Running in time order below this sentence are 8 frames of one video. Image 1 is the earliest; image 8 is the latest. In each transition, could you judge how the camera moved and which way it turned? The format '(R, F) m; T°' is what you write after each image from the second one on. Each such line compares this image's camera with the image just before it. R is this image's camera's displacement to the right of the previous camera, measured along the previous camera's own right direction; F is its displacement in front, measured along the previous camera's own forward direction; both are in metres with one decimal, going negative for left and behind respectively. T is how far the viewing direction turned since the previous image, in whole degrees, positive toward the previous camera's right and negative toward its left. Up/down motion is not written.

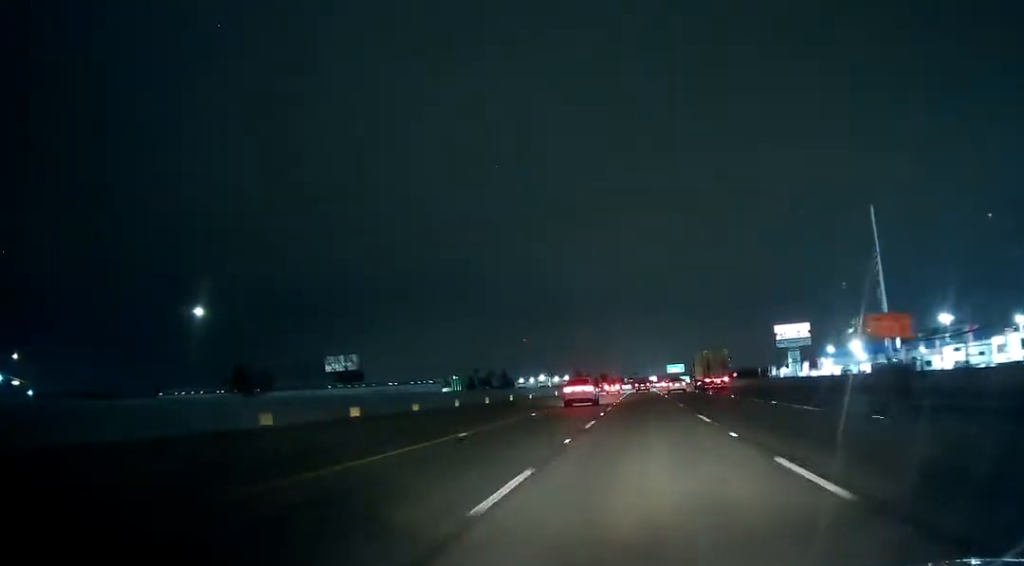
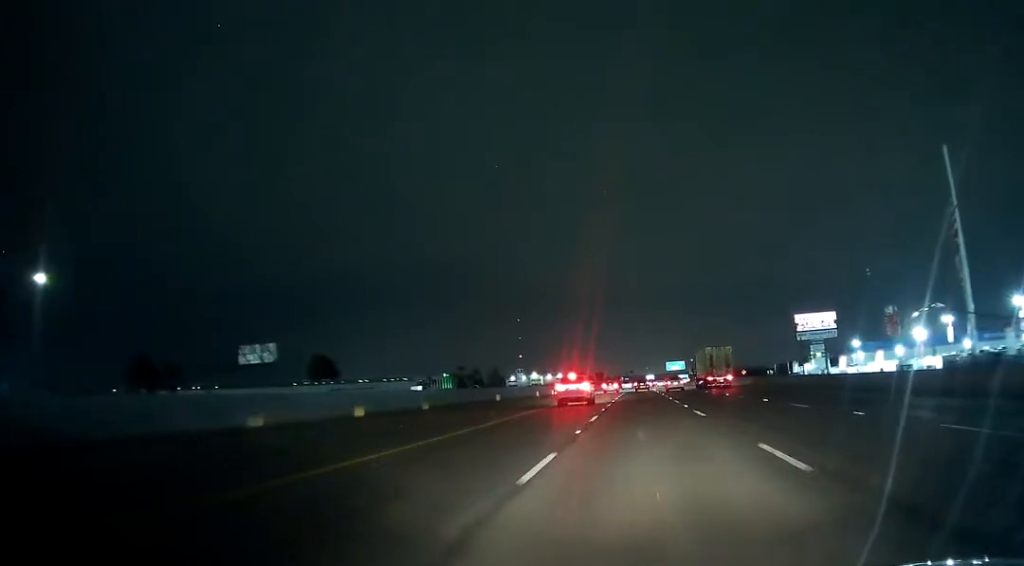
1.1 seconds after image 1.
(+0.2, +26.7) m; +1°
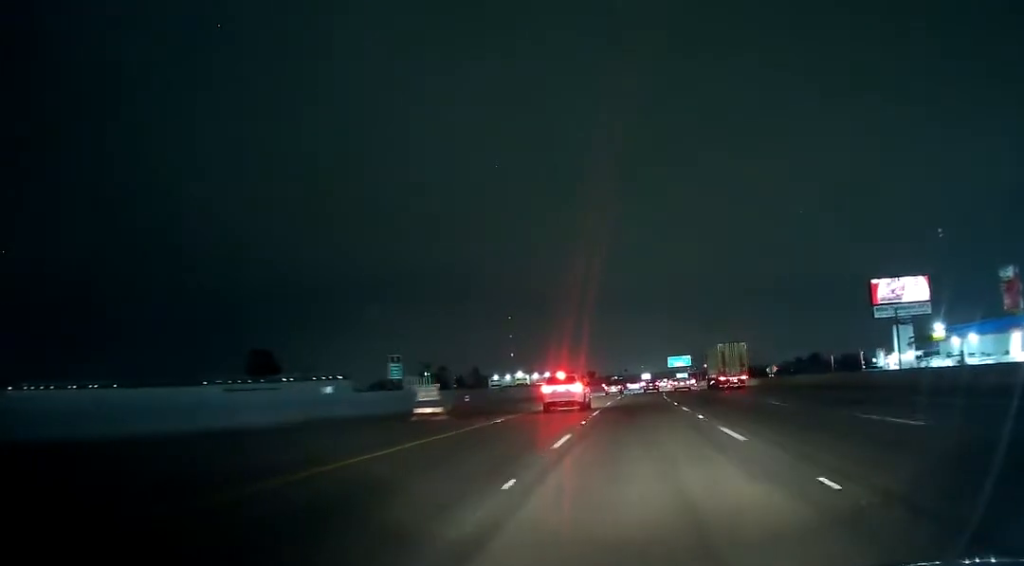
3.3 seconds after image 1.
(0.0, +53.2) m; 0°
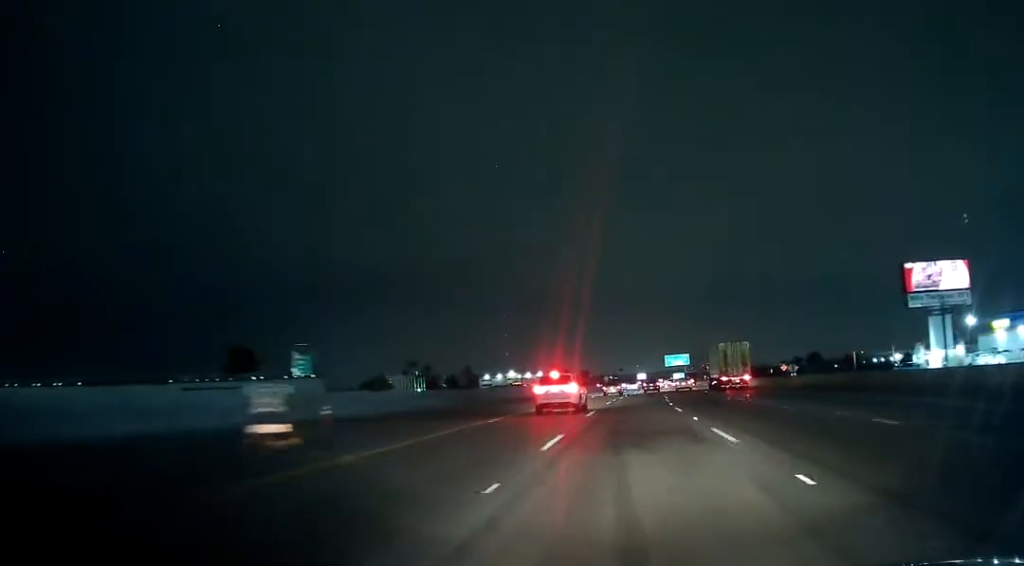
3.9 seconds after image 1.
(0.0, +14.6) m; 0°
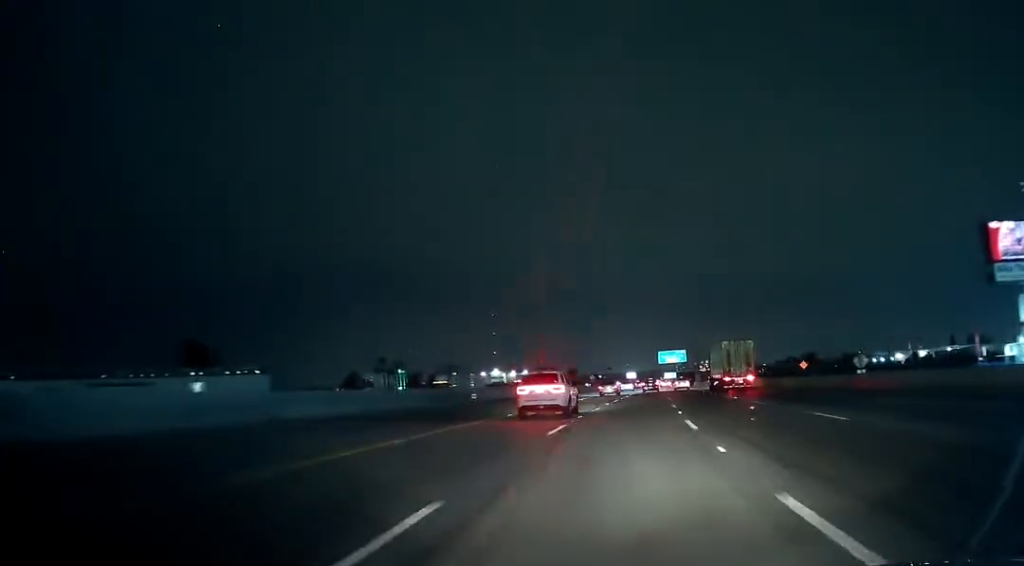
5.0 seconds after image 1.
(+0.2, +25.7) m; 0°
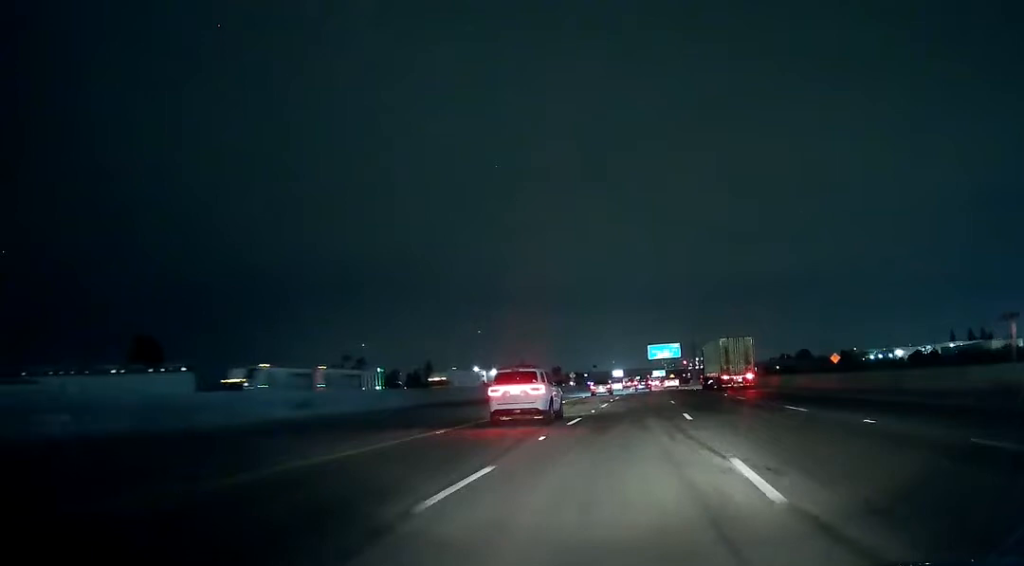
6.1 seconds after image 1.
(0.0, +26.4) m; +1°
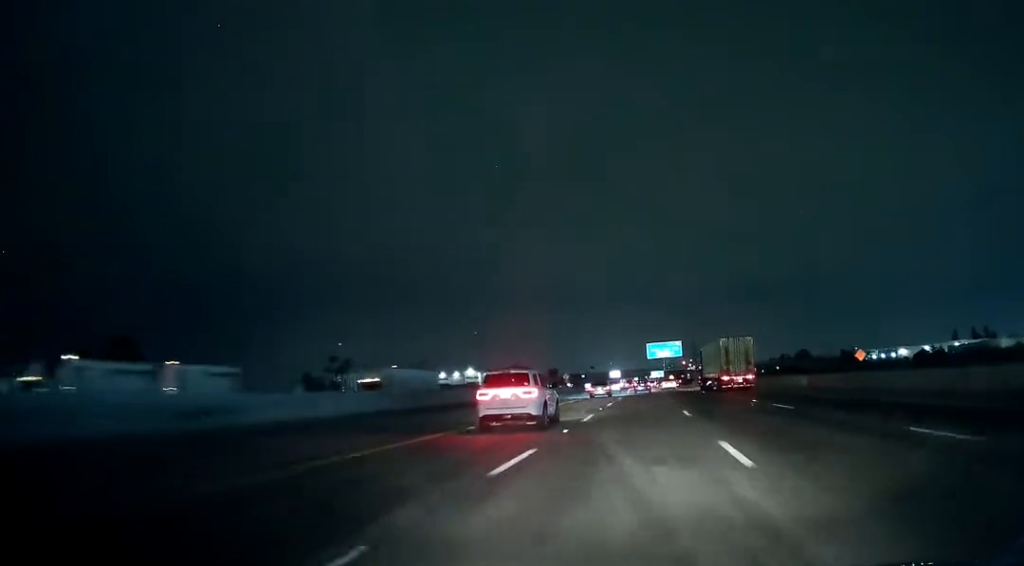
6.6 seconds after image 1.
(+0.2, +11.9) m; +1°
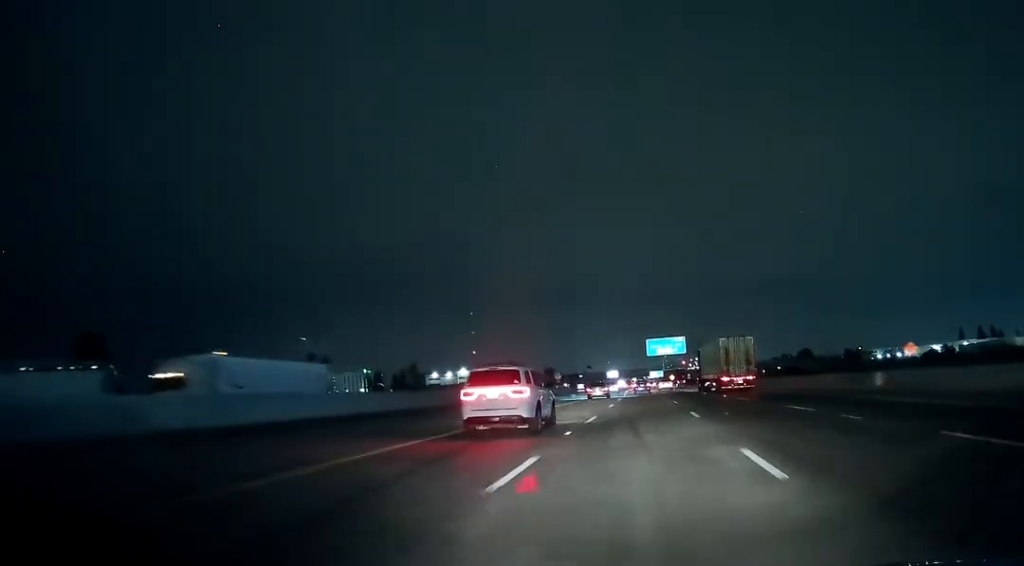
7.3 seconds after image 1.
(+0.1, +15.5) m; +1°
